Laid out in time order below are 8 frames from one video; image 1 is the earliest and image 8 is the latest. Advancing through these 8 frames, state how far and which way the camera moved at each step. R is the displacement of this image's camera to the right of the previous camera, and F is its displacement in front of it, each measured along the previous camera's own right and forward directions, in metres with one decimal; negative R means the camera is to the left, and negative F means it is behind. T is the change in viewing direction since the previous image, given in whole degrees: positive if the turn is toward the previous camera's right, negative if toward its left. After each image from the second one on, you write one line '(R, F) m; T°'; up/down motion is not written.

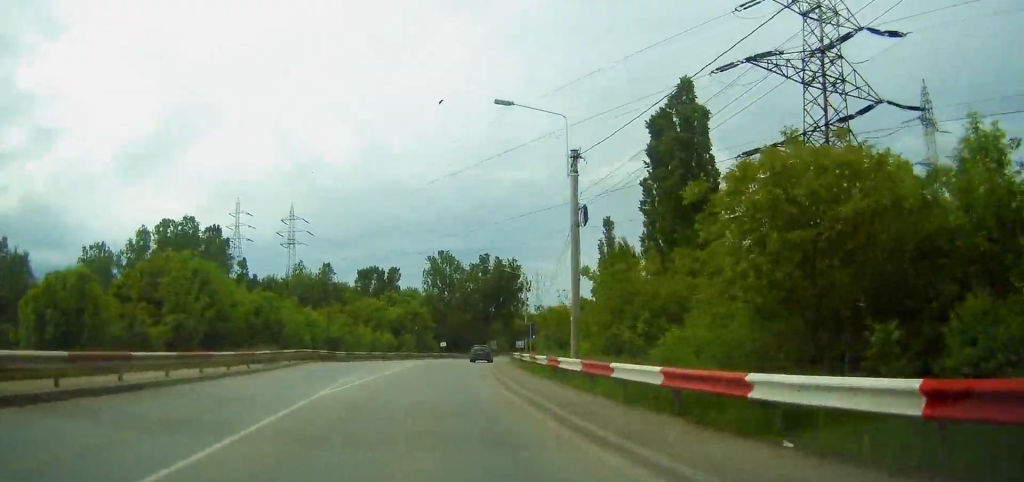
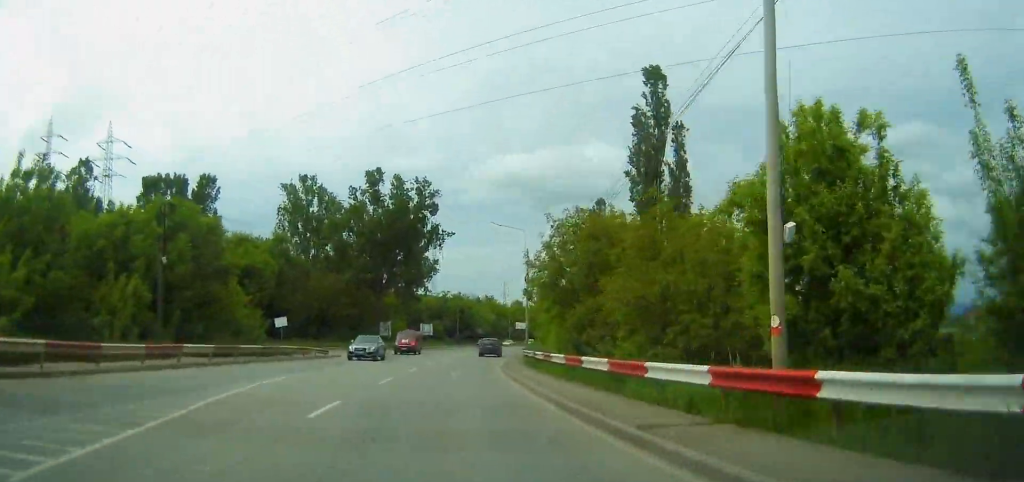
(+4.7, +65.3) m; +10°
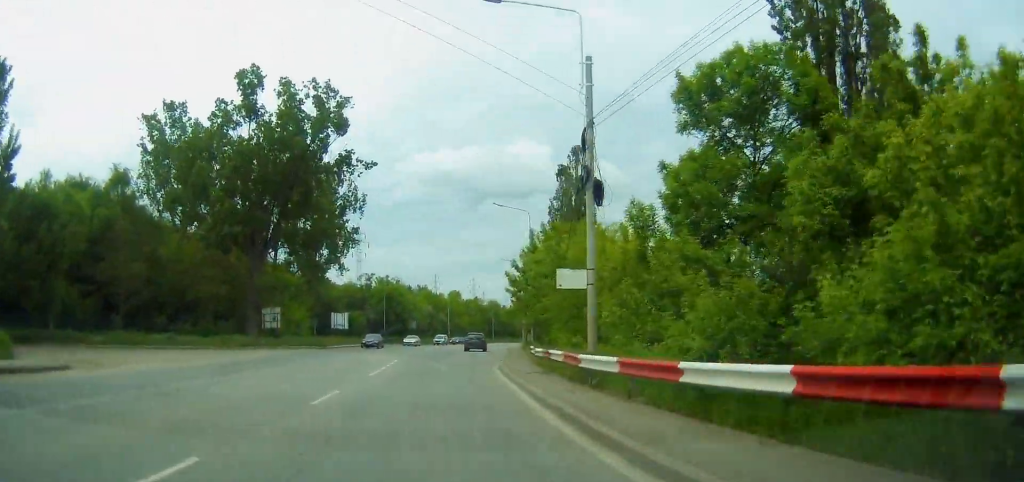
(+2.3, +35.1) m; +6°
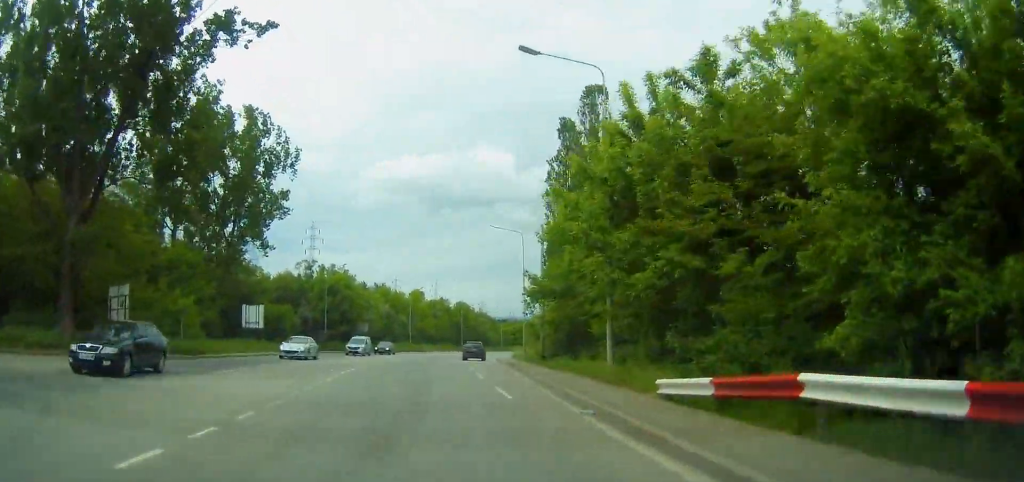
(+0.9, +27.6) m; +3°
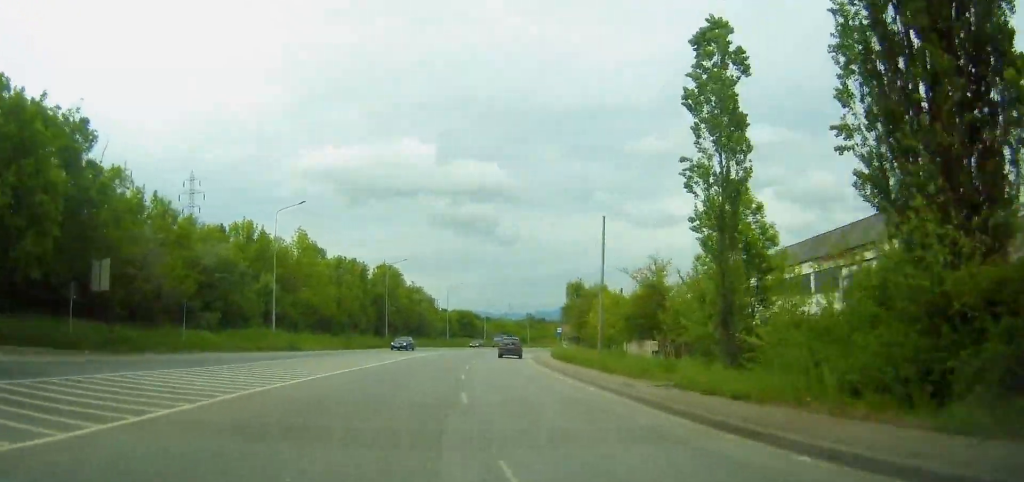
(+6.7, +65.1) m; +12°
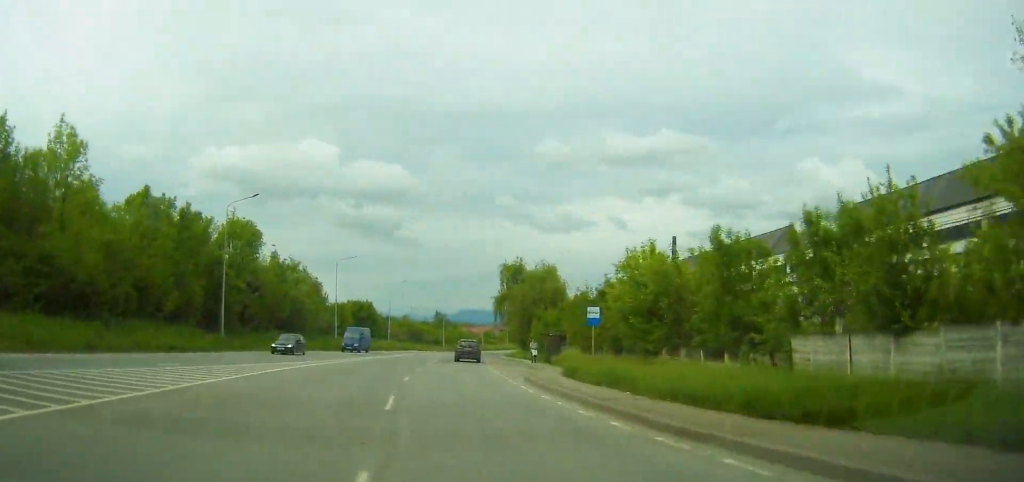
(+1.7, +35.6) m; +3°
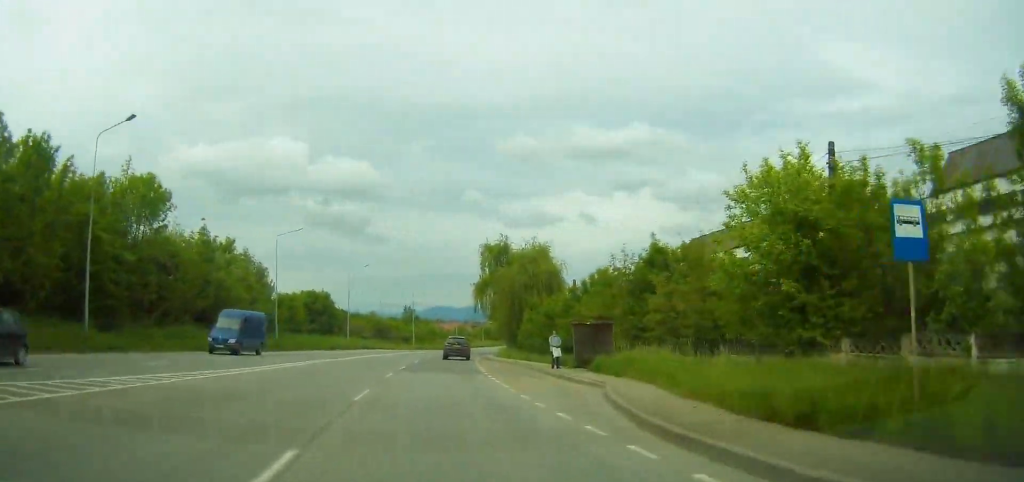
(0.0, +16.5) m; 0°
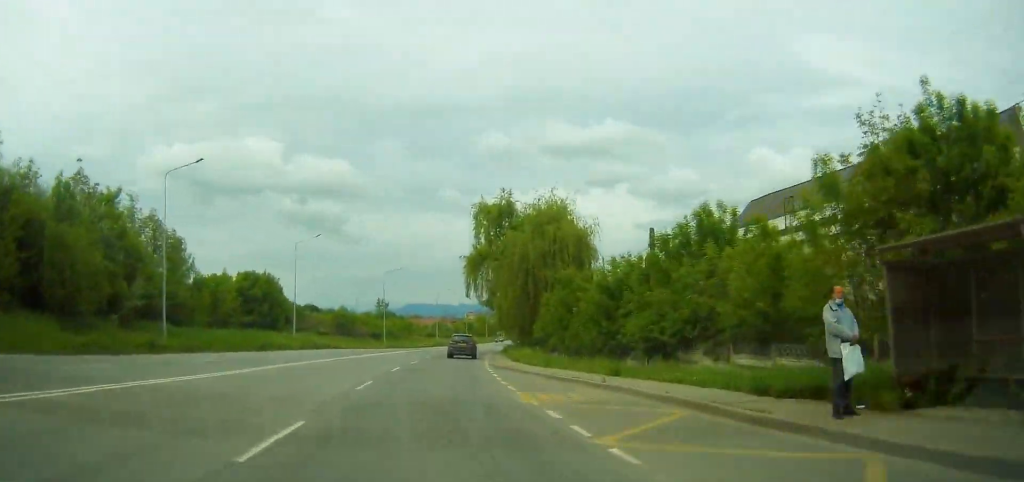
(0.0, +22.2) m; +3°
